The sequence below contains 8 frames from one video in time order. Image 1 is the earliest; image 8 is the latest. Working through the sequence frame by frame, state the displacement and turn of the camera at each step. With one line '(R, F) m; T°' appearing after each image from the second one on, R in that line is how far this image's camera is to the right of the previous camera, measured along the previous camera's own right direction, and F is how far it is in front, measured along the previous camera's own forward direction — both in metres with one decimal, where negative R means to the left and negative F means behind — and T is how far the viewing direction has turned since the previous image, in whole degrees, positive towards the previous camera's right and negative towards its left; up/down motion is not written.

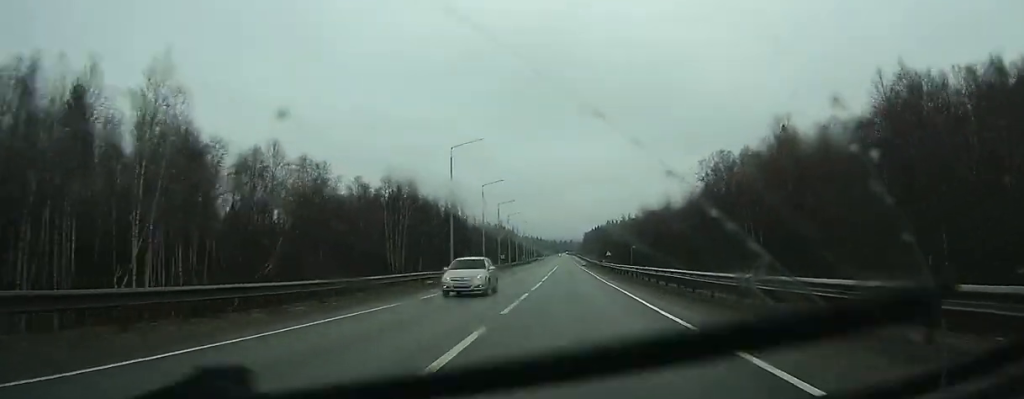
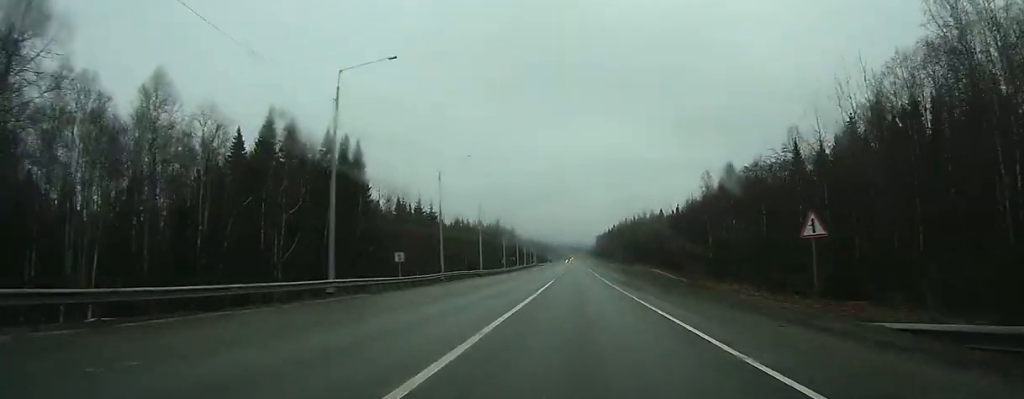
(-0.8, +79.7) m; -1°
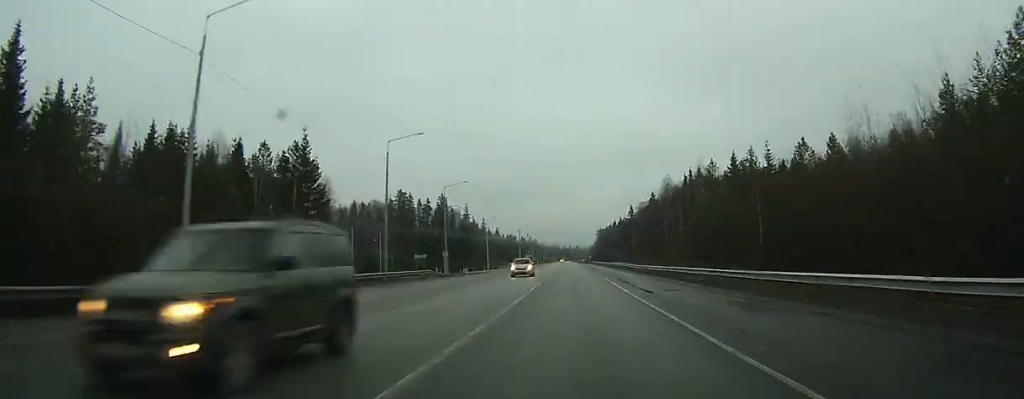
(+1.1, +149.2) m; 0°
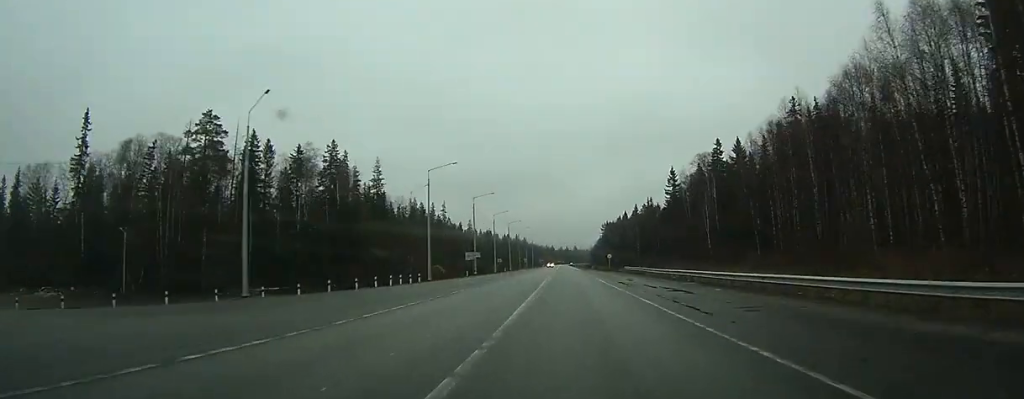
(-0.9, +108.4) m; -1°
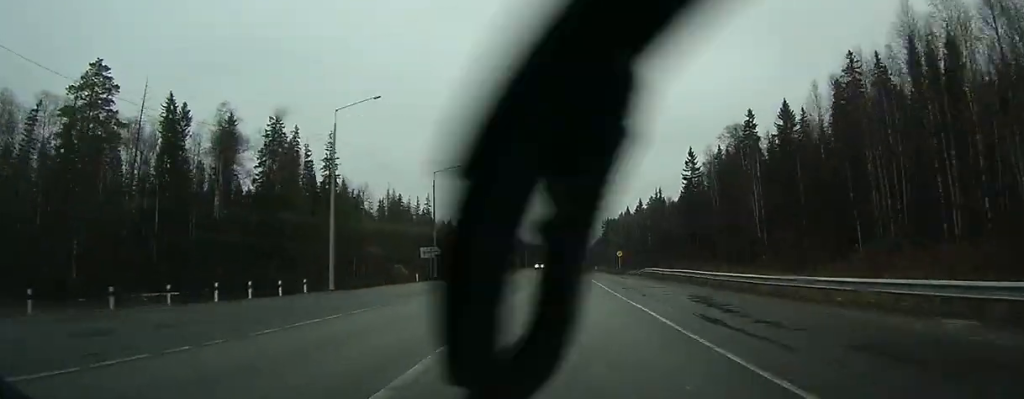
(-0.1, +25.3) m; 0°
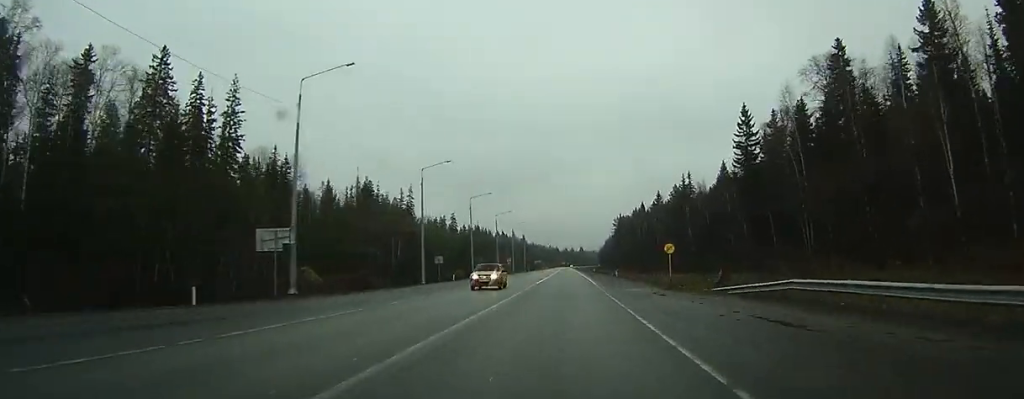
(+0.1, +34.8) m; 0°
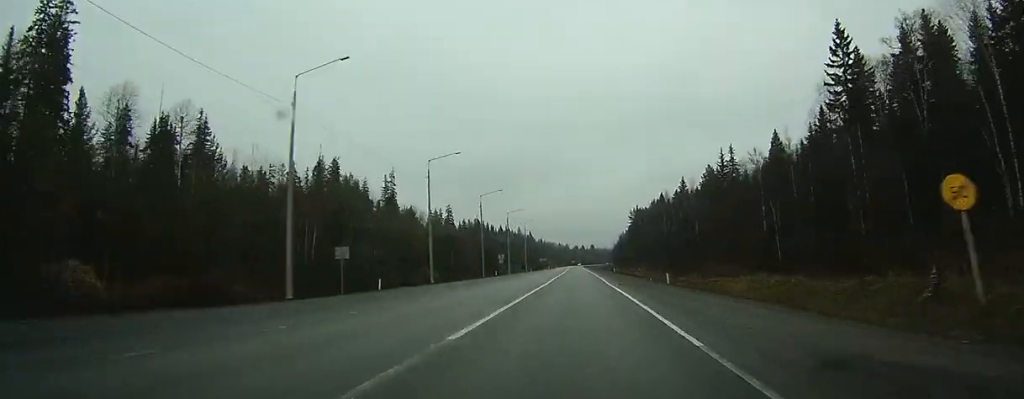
(+0.2, +30.7) m; 0°
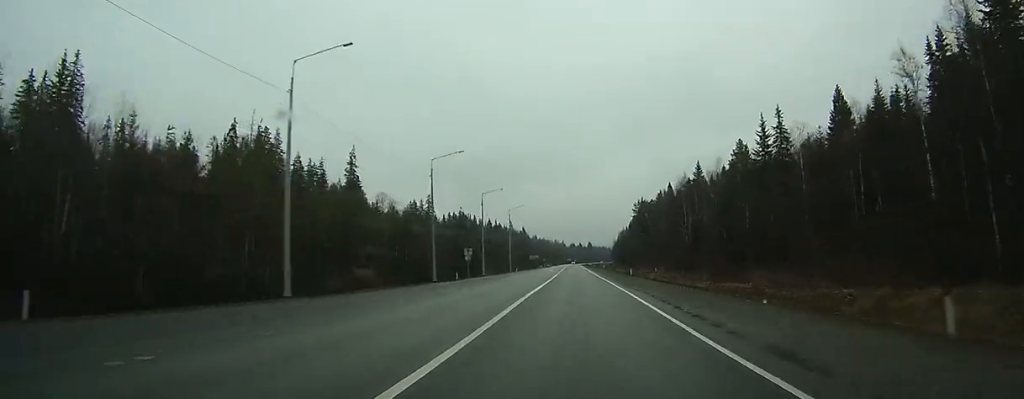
(-0.2, +28.6) m; 0°
